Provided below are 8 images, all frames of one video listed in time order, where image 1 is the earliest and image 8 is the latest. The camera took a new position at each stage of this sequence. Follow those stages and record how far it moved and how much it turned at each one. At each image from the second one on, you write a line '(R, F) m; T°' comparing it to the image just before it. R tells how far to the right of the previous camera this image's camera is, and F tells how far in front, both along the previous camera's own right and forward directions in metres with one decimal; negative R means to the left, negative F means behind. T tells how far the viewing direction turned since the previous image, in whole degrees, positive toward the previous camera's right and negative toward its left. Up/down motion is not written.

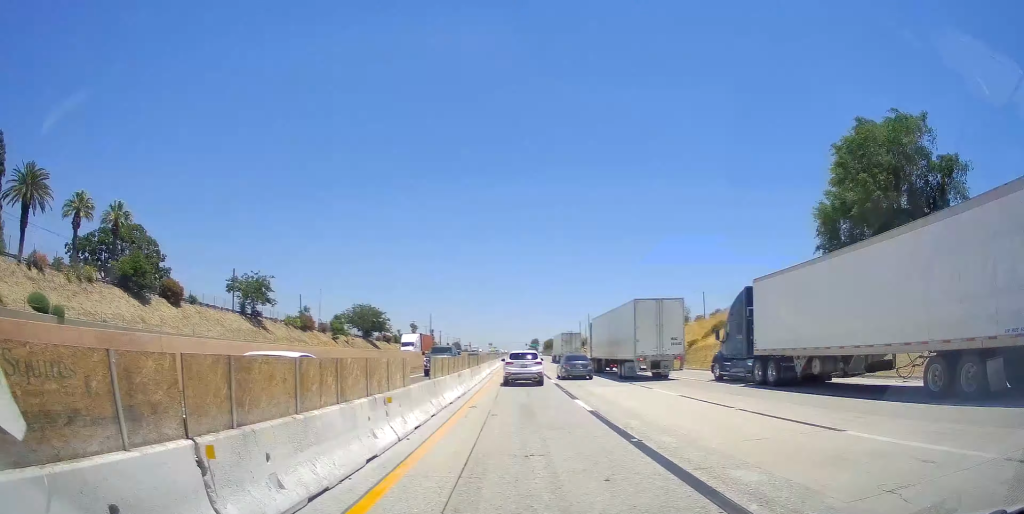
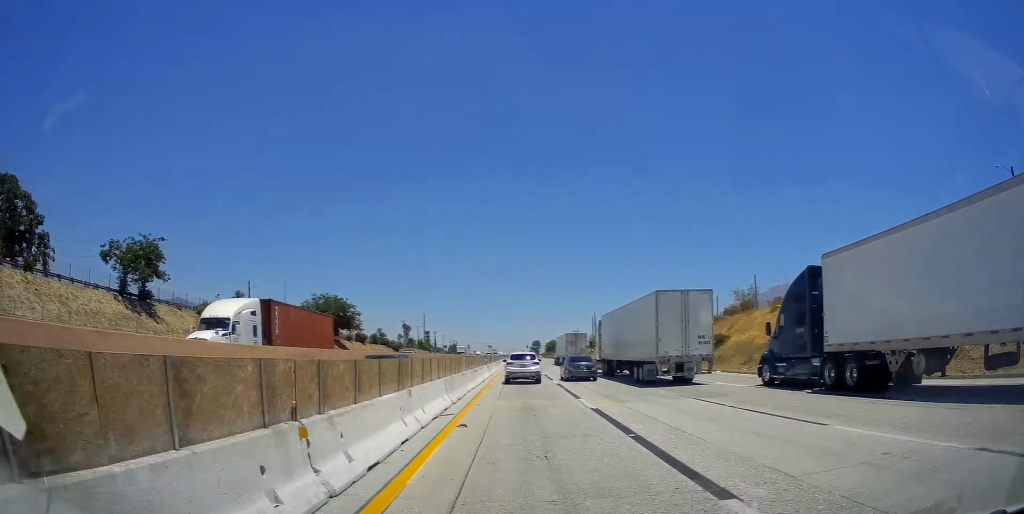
(0.0, +29.8) m; 0°
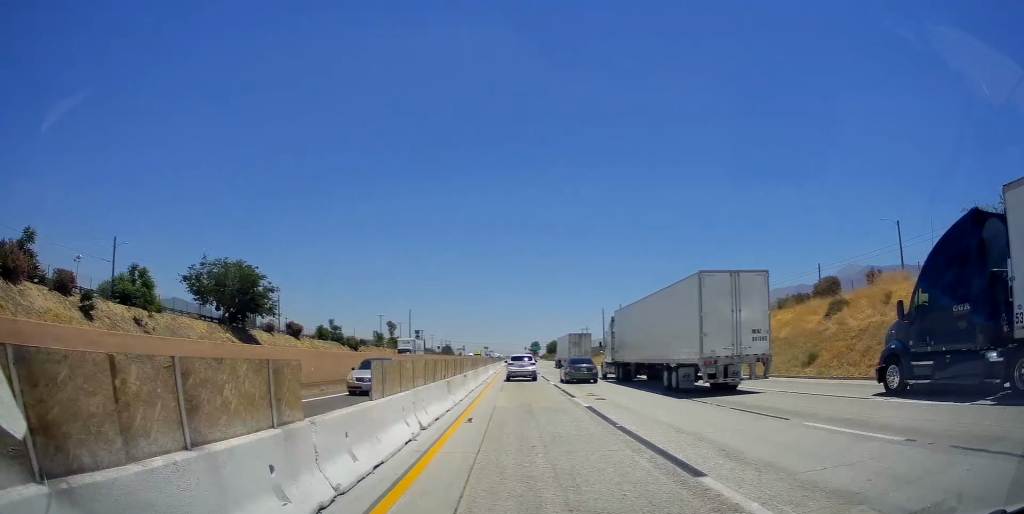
(0.0, +41.6) m; 0°
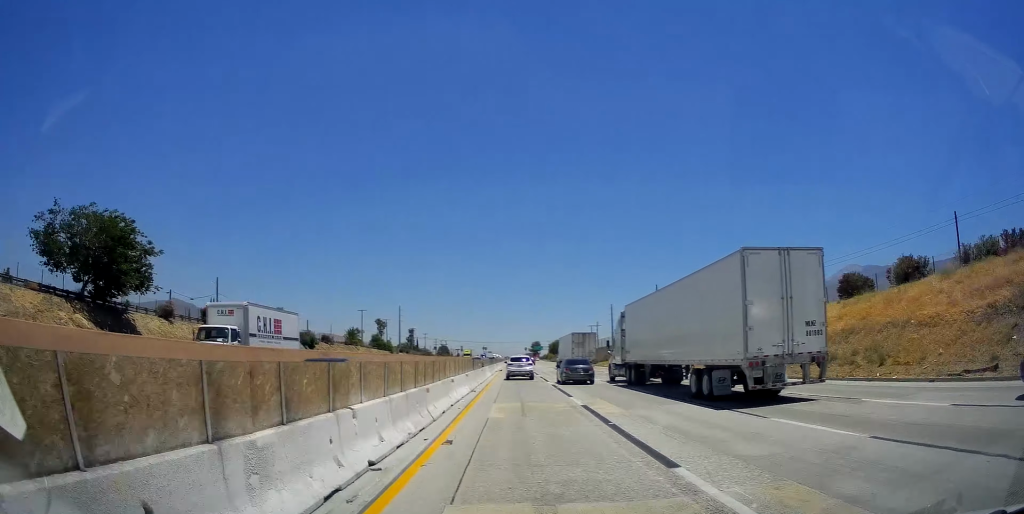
(0.0, +27.6) m; 0°
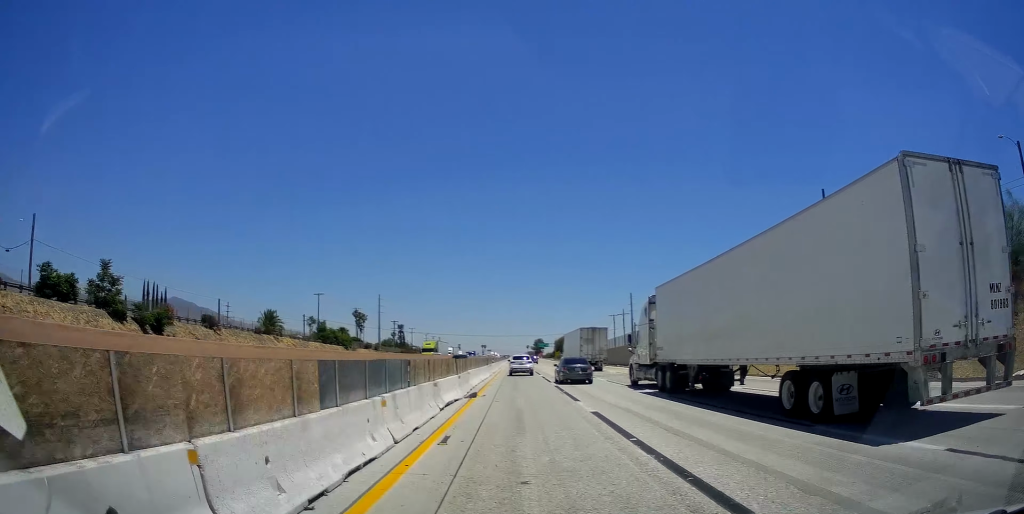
(-0.2, +46.1) m; -1°
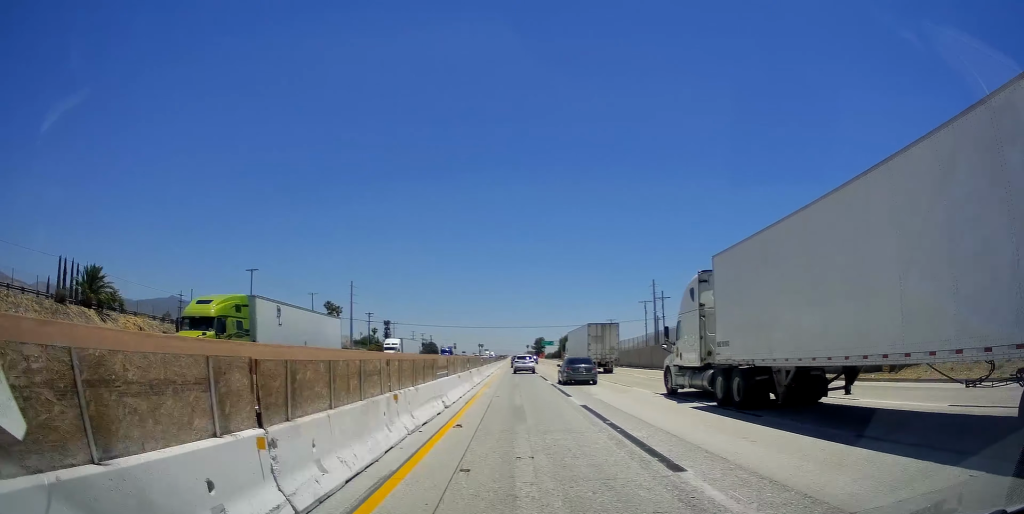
(-0.2, +42.1) m; 0°
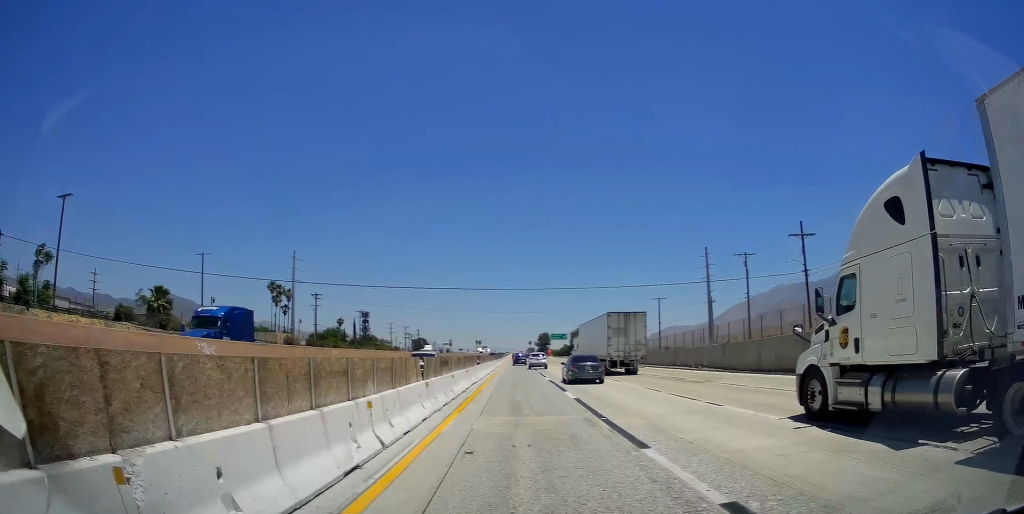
(+0.4, +55.1) m; 0°
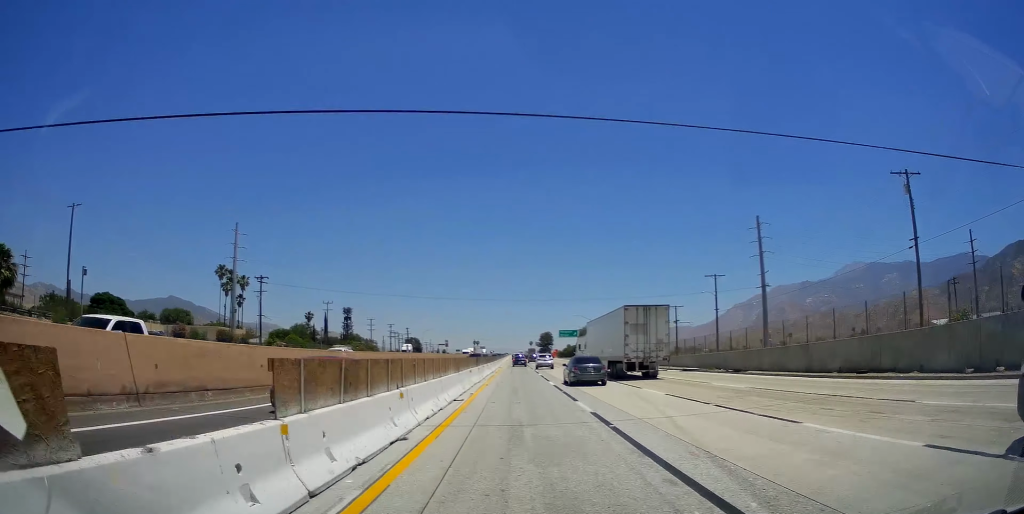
(0.0, +33.0) m; 0°
